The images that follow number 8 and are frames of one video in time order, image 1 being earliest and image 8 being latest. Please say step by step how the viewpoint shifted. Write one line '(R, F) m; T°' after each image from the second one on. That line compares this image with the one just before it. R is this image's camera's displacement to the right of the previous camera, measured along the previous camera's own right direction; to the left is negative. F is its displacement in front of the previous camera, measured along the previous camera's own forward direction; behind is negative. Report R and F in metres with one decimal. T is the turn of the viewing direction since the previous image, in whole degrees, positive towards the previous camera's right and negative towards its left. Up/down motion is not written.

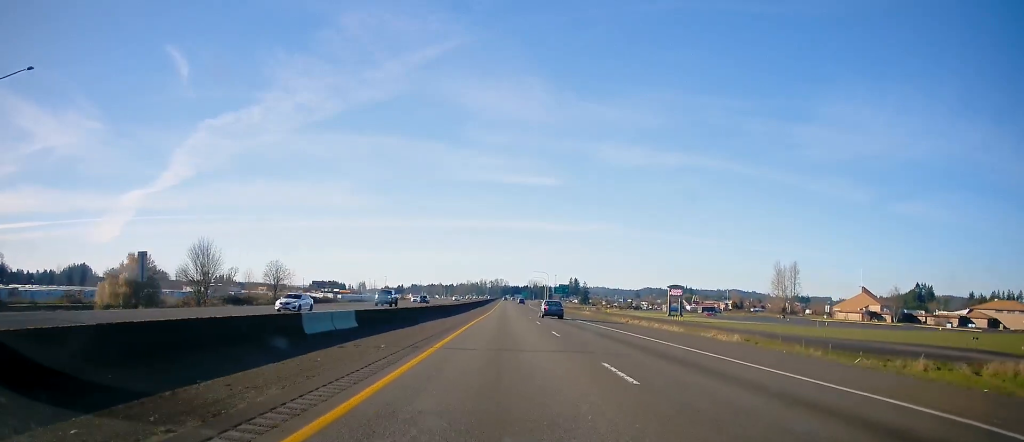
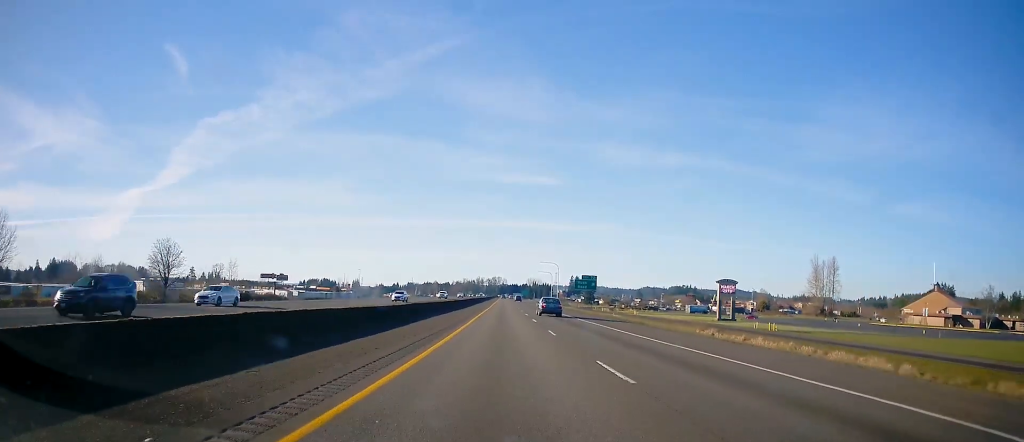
(-0.2, +48.8) m; 0°
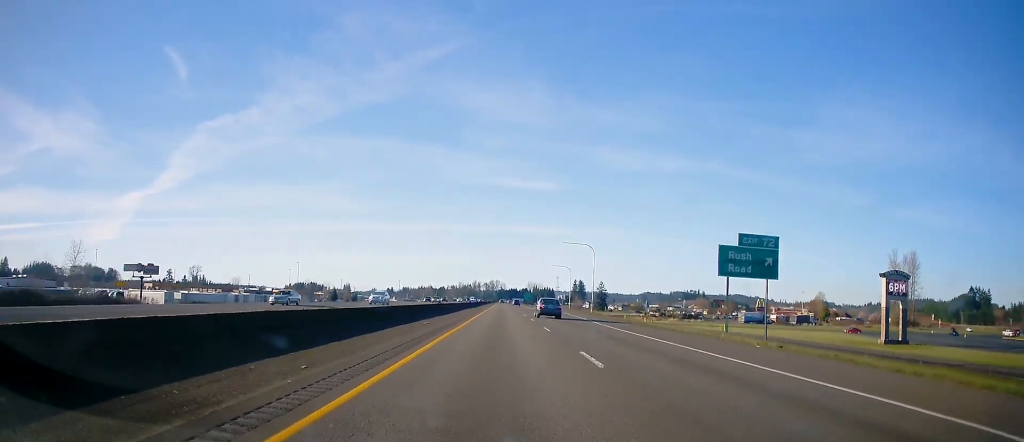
(-0.7, +71.9) m; 0°
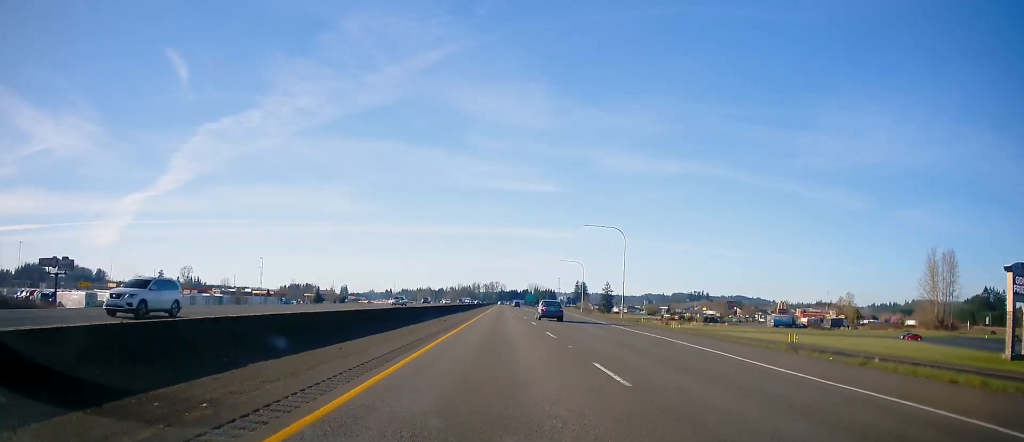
(+0.5, +26.5) m; 0°
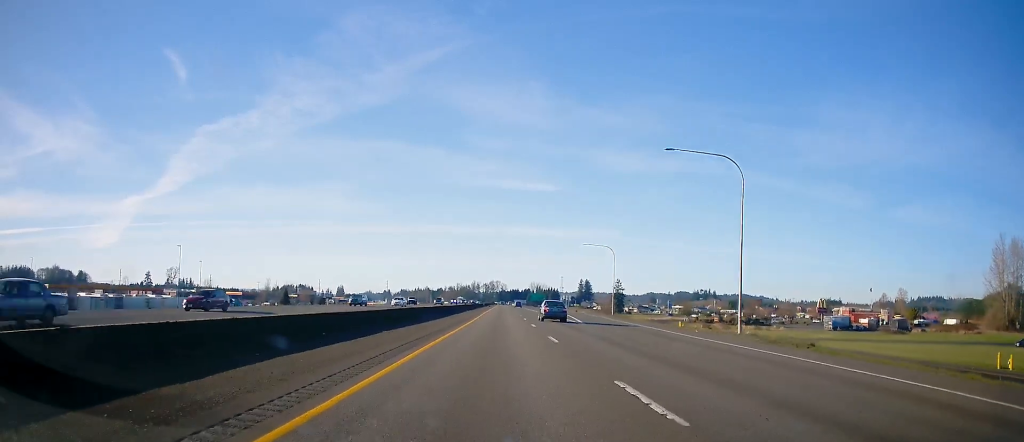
(-0.2, +39.8) m; -1°
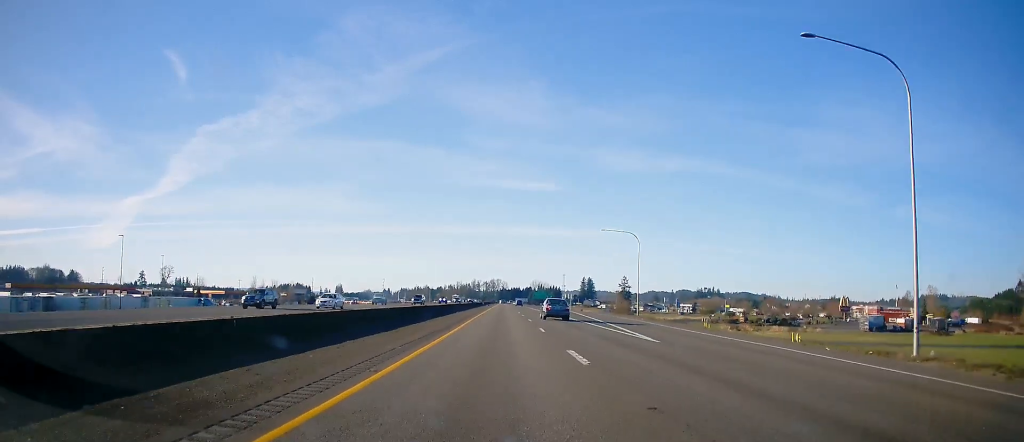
(-0.2, +18.9) m; 0°
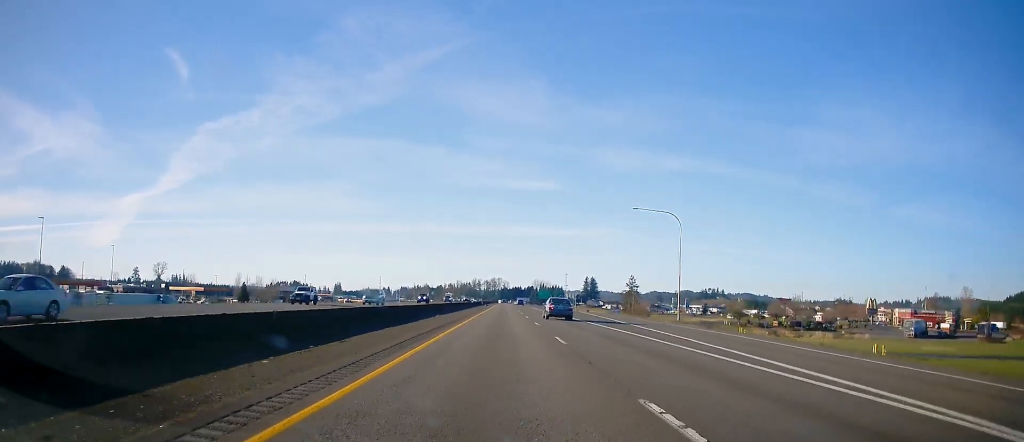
(-0.1, +20.0) m; 0°
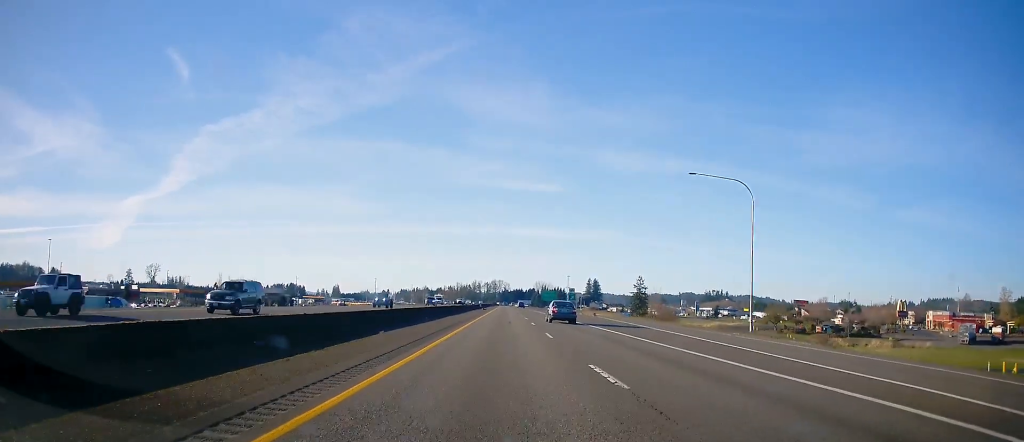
(+0.3, +20.0) m; 0°
